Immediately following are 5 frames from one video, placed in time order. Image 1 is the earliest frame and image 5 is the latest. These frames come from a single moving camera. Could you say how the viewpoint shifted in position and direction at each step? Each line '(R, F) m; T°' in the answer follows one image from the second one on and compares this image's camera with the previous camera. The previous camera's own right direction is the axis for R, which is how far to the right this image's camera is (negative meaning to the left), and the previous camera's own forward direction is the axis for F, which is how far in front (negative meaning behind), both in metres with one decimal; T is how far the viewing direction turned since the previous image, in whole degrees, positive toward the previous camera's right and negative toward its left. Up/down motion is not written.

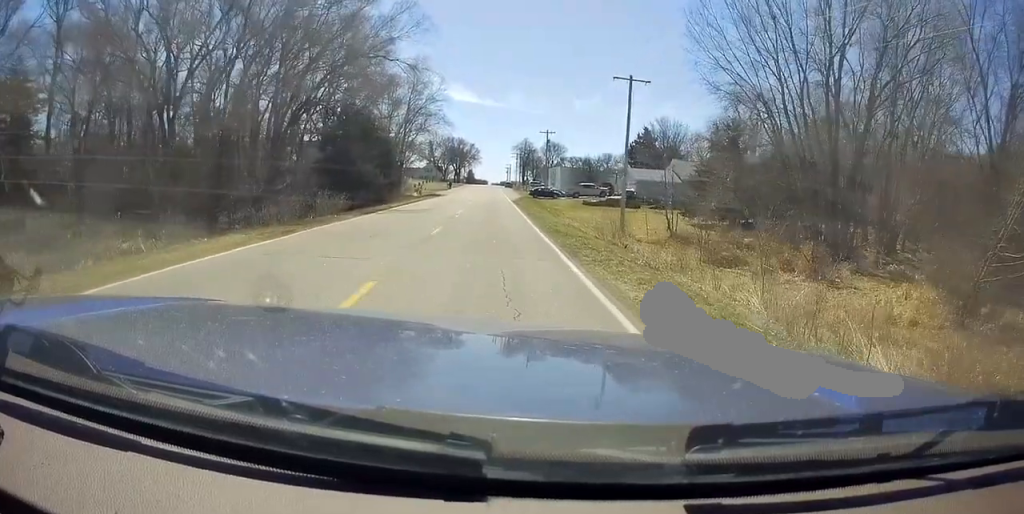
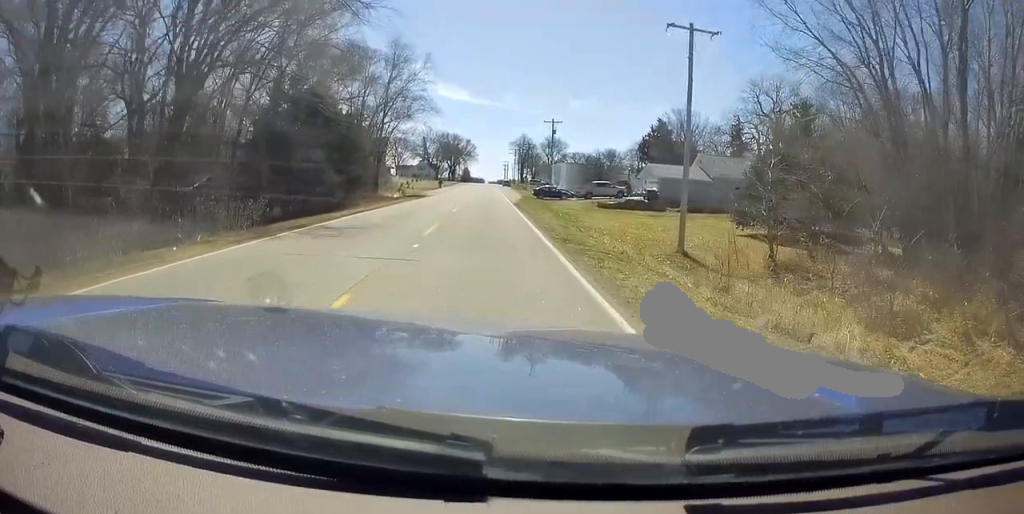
(0.0, +12.8) m; 0°
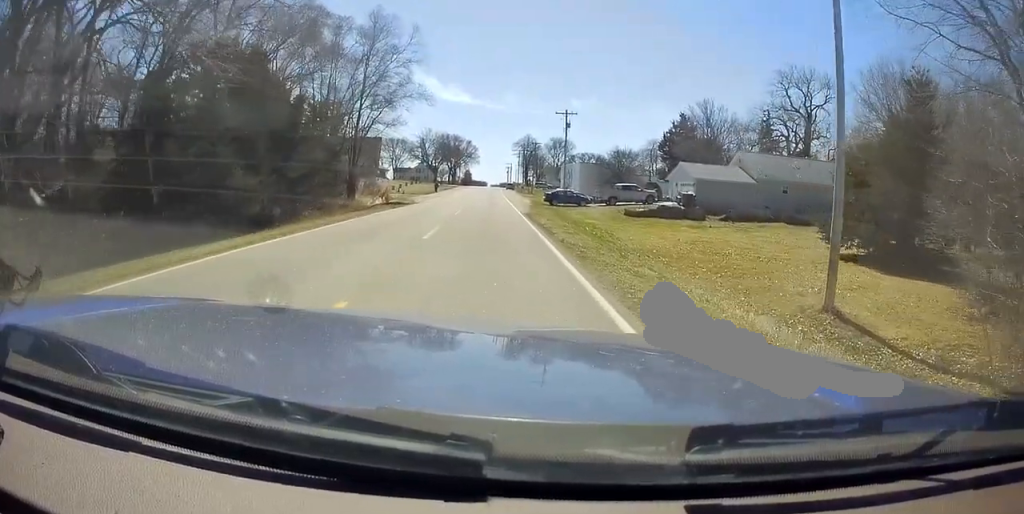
(0.0, +11.9) m; 0°
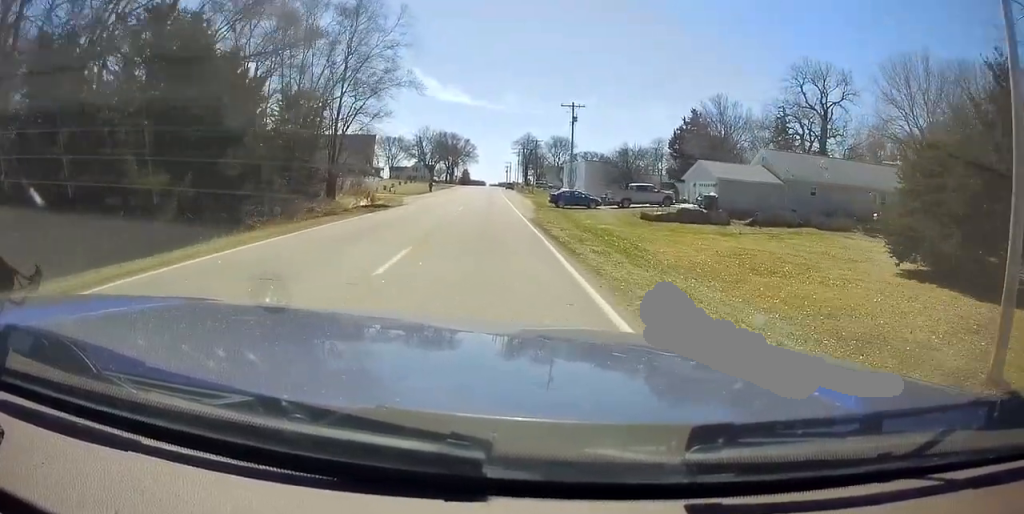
(0.0, +6.1) m; 0°
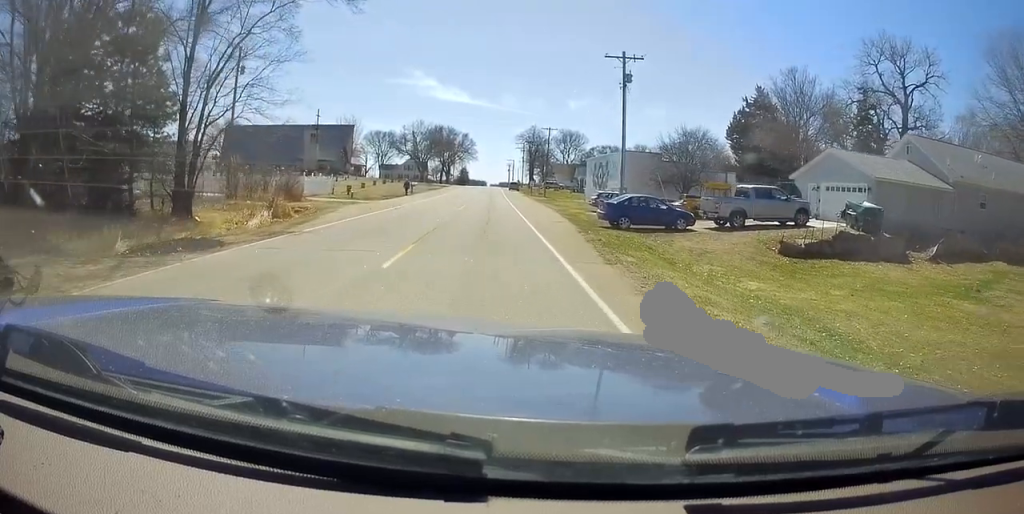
(0.0, +22.6) m; 0°
